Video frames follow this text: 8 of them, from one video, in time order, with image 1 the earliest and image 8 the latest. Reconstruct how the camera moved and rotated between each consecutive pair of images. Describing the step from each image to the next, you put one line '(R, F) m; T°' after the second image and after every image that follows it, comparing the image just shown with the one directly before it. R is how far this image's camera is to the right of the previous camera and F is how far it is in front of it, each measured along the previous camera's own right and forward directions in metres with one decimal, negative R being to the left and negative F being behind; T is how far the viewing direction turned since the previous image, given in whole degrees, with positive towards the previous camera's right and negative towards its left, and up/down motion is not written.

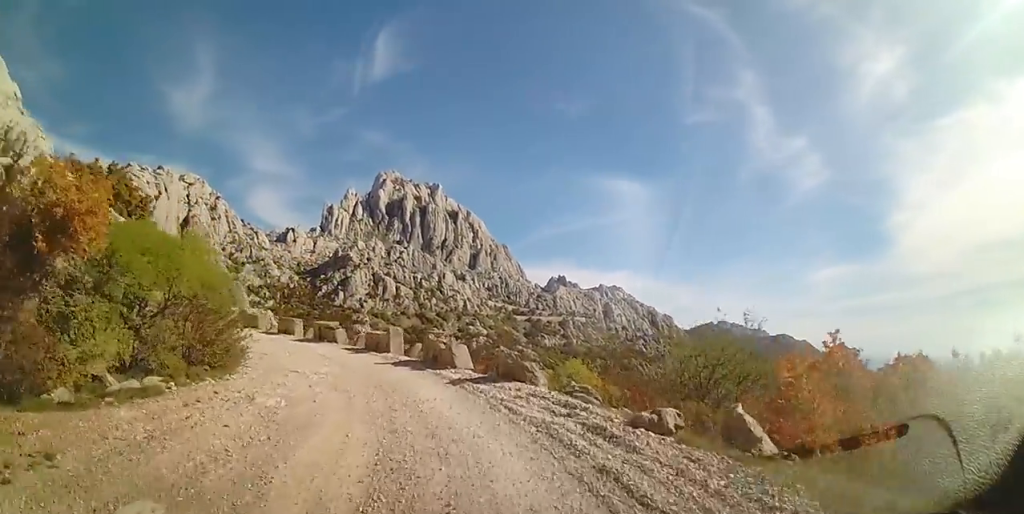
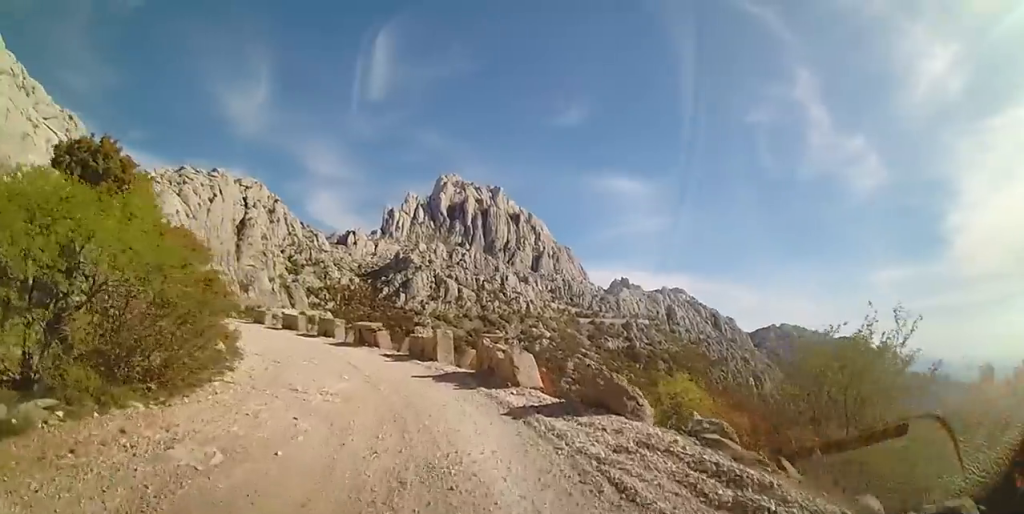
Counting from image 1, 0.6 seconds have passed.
(-0.3, +3.7) m; -4°
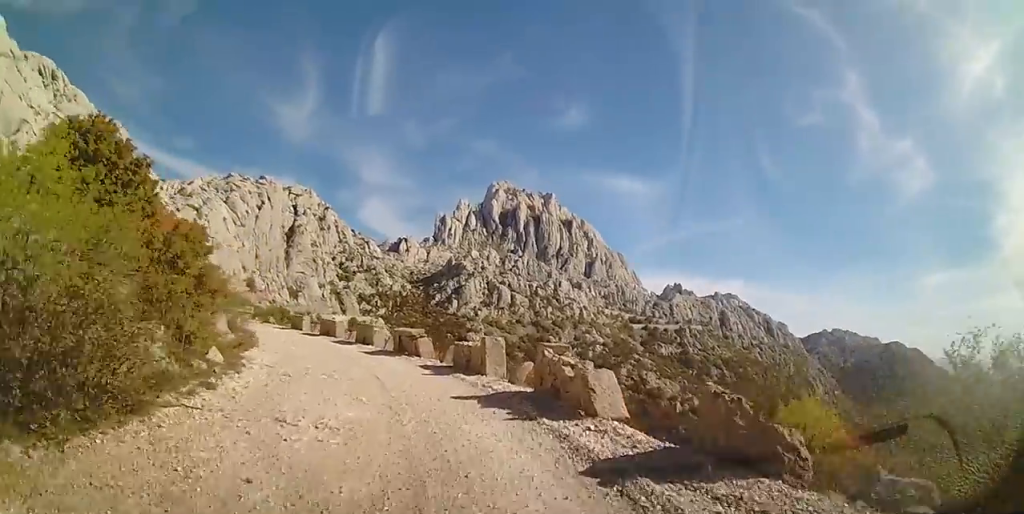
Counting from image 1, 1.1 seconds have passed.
(-0.1, +2.7) m; -3°
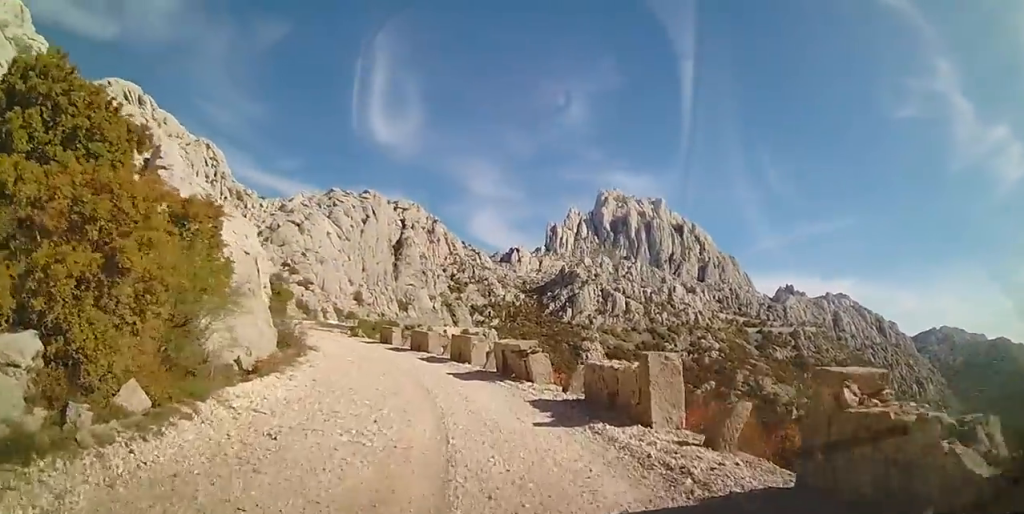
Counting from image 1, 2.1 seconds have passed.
(0.0, +5.9) m; -10°
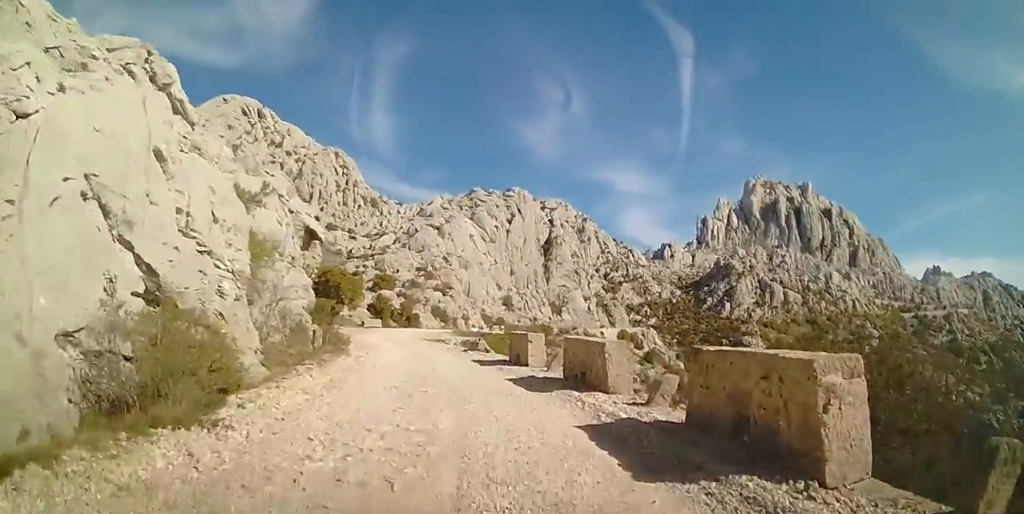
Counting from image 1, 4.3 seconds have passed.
(-2.9, +14.2) m; -18°
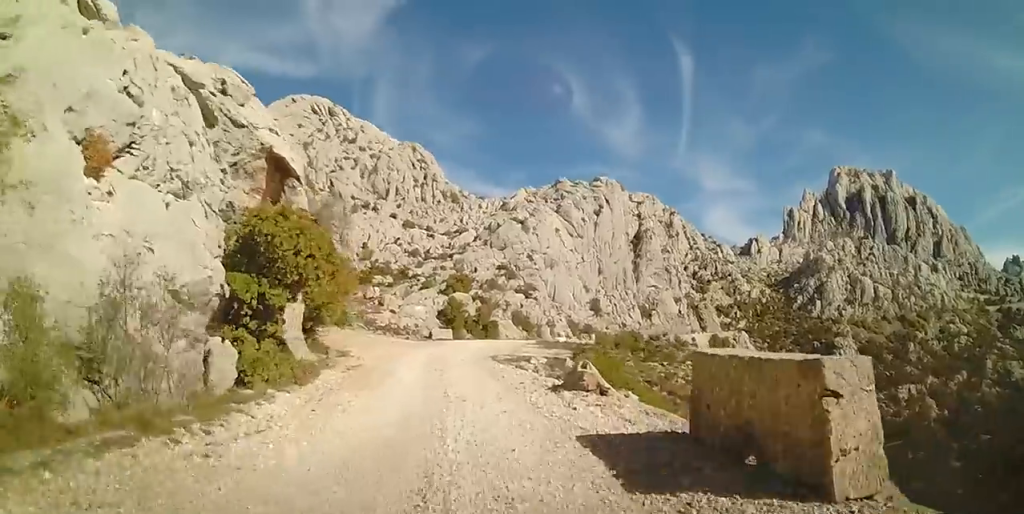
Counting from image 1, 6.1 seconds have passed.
(-1.4, +12.5) m; -9°
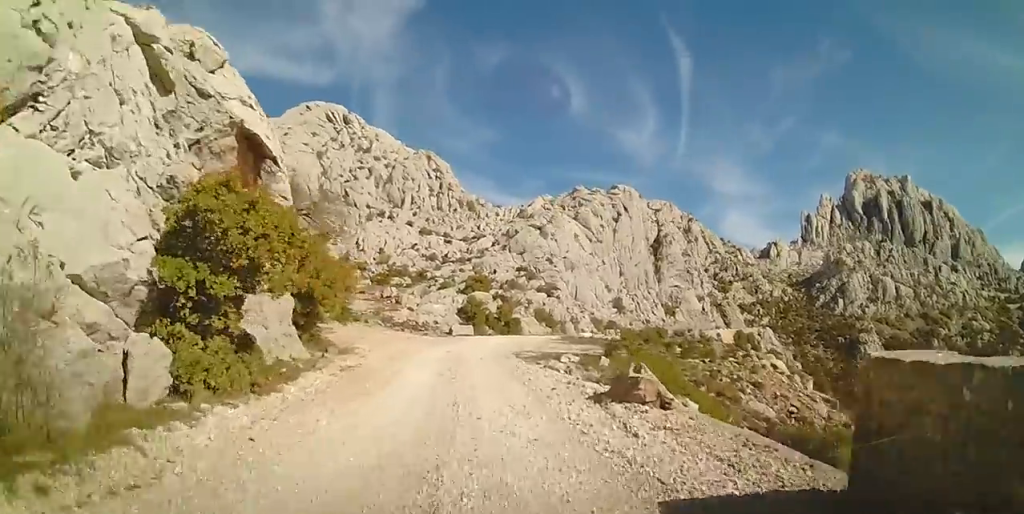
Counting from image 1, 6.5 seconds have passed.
(0.0, +2.9) m; -1°
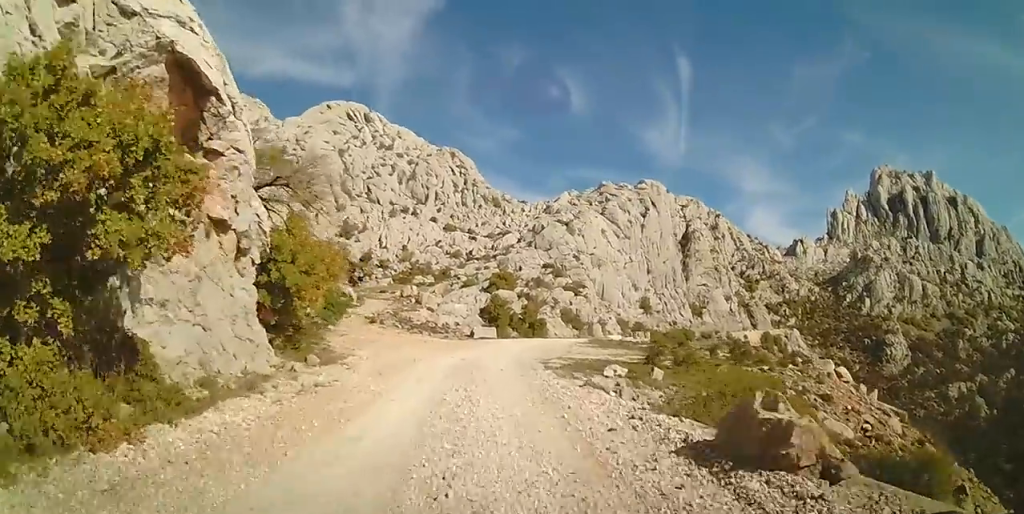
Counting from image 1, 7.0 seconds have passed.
(0.0, +4.0) m; -2°
